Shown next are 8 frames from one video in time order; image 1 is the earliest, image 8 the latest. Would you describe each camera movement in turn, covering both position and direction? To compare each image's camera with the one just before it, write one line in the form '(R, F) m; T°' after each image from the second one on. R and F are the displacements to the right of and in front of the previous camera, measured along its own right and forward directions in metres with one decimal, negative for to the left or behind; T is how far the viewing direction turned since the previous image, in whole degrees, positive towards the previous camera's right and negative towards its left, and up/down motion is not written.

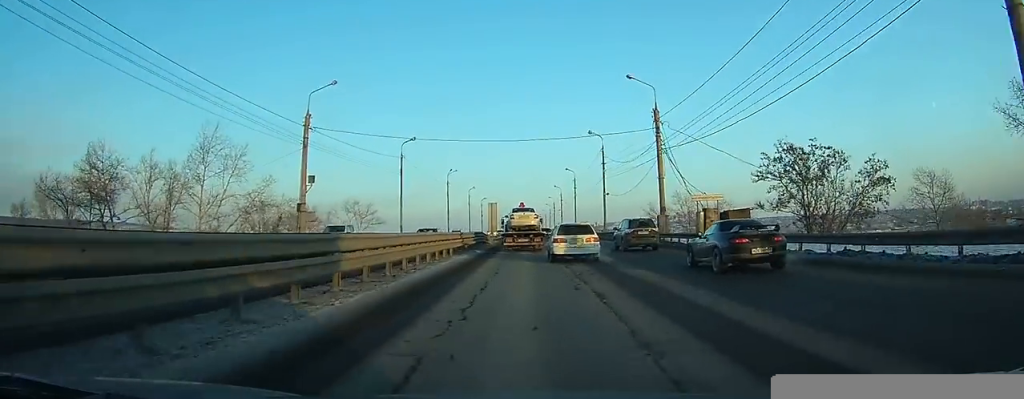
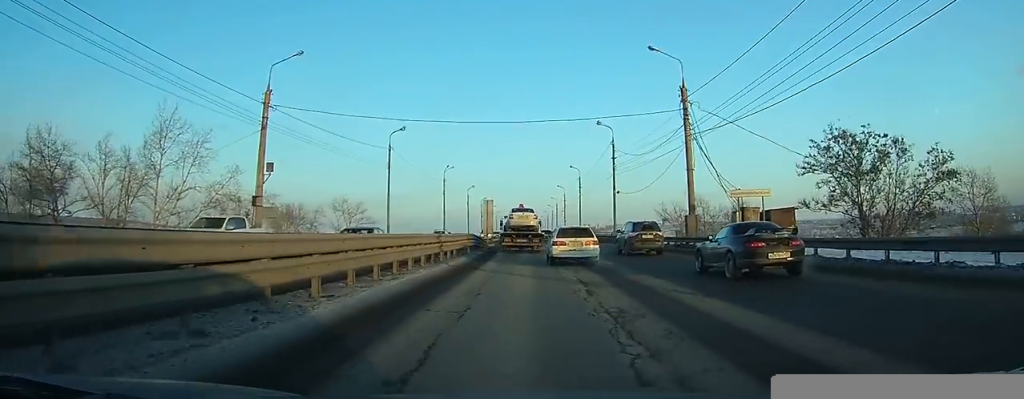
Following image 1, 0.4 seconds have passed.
(0.0, +7.3) m; 0°
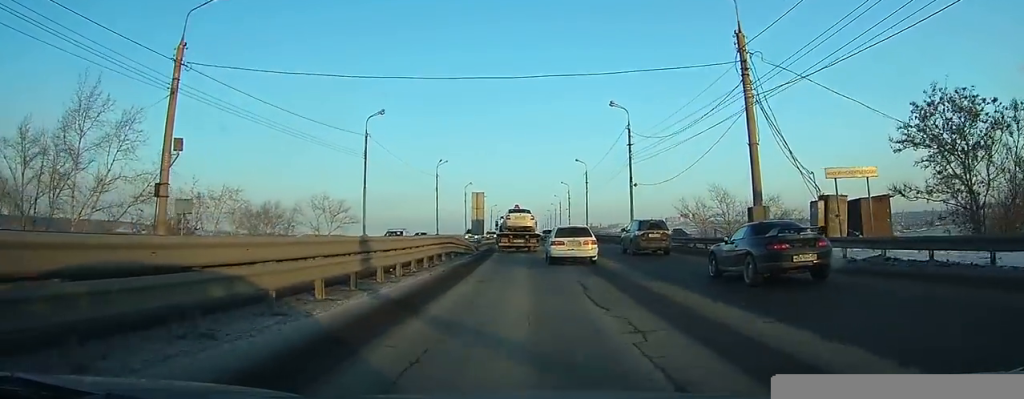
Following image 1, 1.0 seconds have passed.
(0.0, +10.0) m; 0°
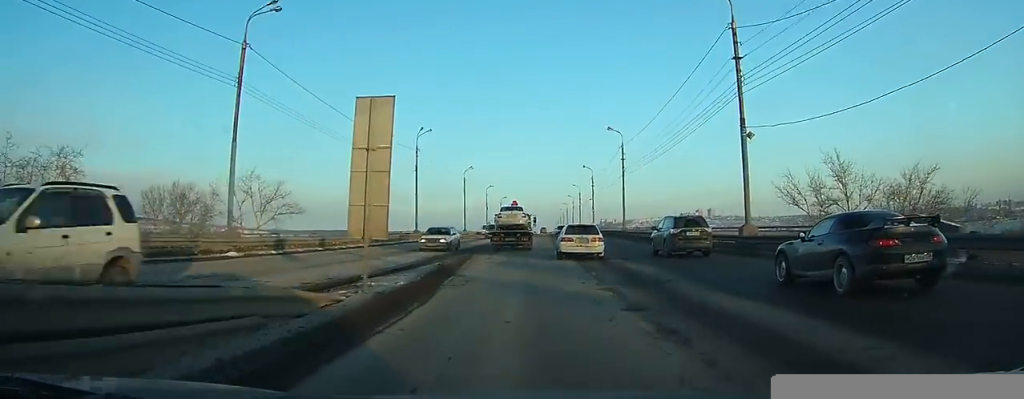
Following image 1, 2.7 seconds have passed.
(0.0, +27.2) m; 0°
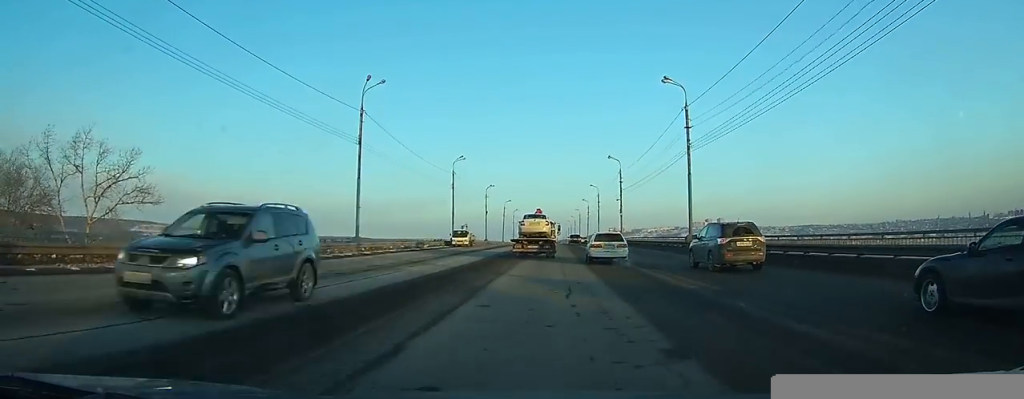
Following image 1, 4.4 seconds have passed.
(-0.2, +26.4) m; -1°
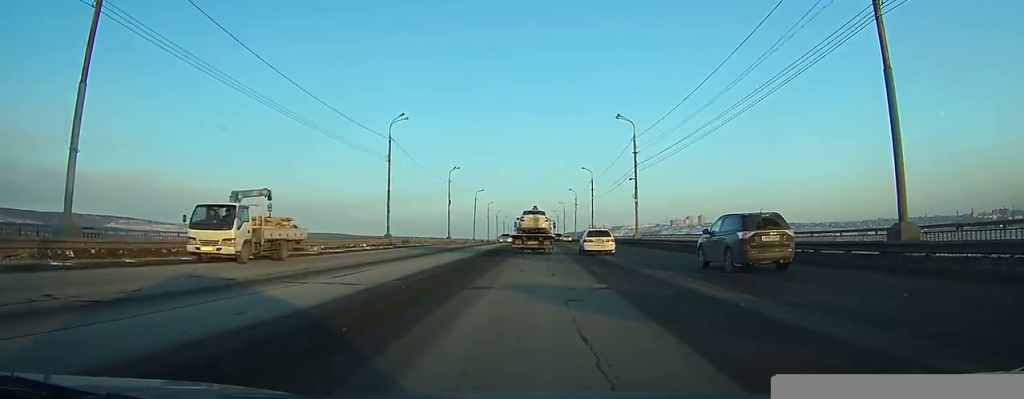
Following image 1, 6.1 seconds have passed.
(-0.2, +27.3) m; 0°
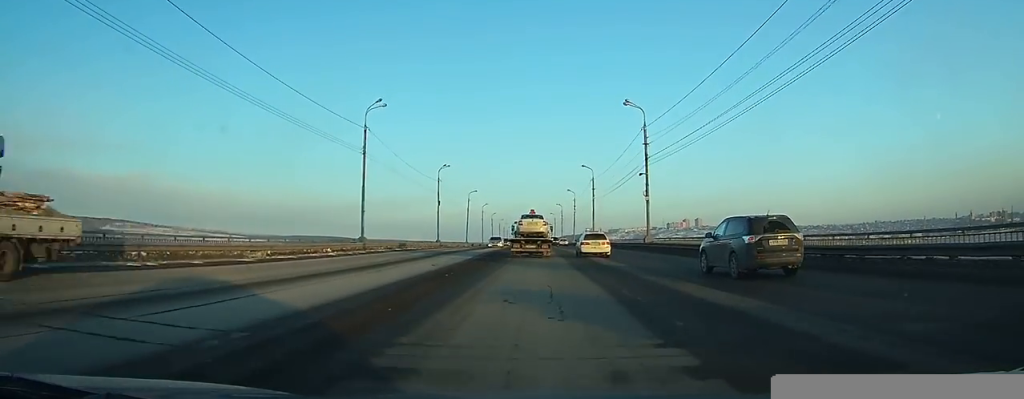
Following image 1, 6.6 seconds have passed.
(0.0, +7.4) m; 0°
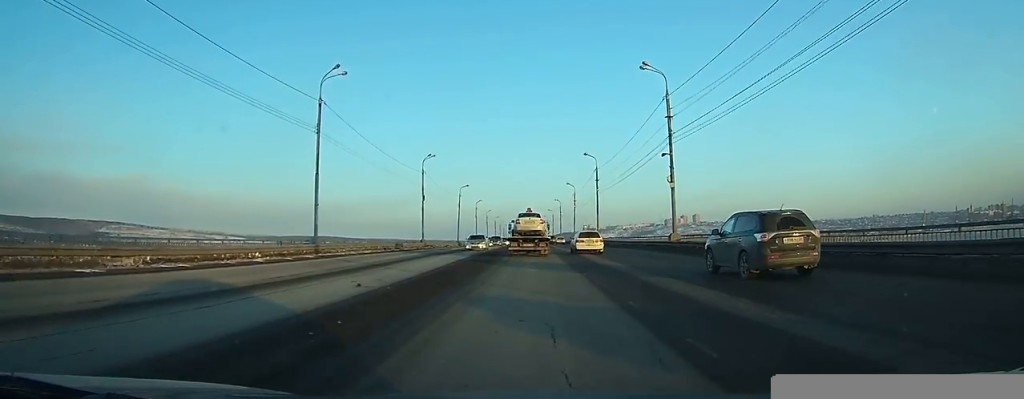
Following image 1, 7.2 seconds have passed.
(0.0, +10.1) m; 0°
